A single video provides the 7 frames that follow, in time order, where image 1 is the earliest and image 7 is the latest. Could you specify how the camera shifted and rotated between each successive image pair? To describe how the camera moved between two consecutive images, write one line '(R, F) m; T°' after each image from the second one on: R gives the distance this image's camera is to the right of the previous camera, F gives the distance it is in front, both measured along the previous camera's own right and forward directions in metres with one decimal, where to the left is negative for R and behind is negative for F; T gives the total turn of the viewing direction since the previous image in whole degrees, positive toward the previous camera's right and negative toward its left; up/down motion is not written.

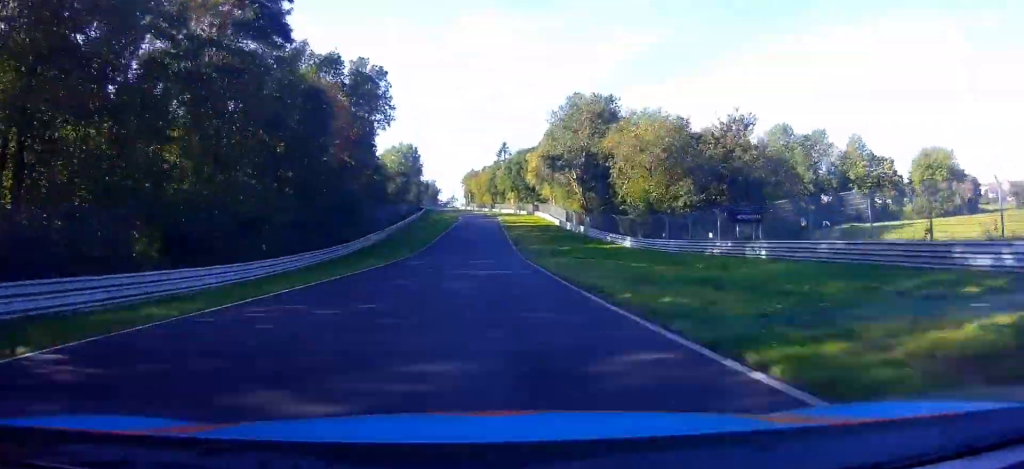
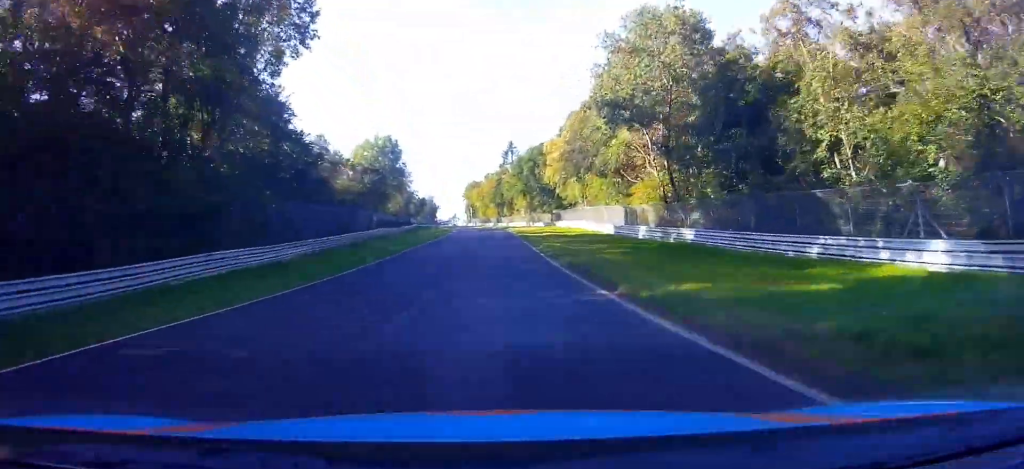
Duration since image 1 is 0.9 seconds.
(+0.2, +36.1) m; 0°
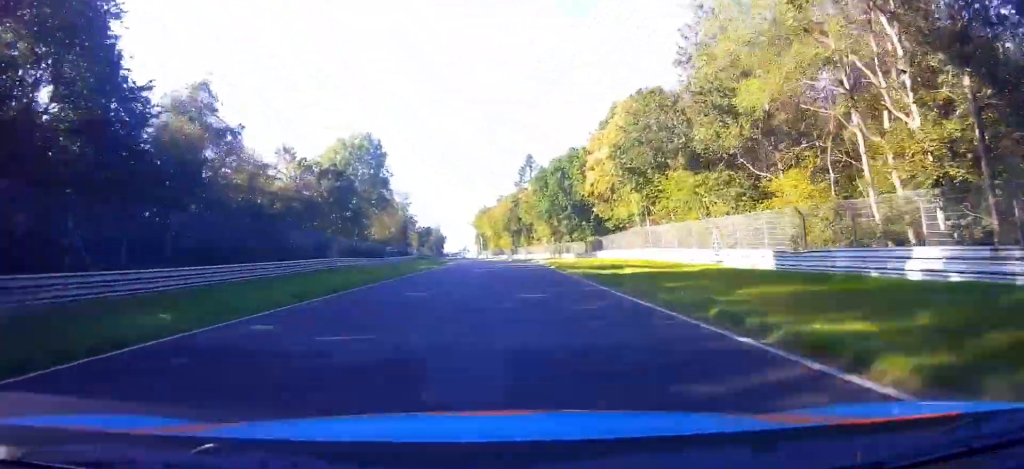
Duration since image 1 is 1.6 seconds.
(-0.2, +29.4) m; -1°
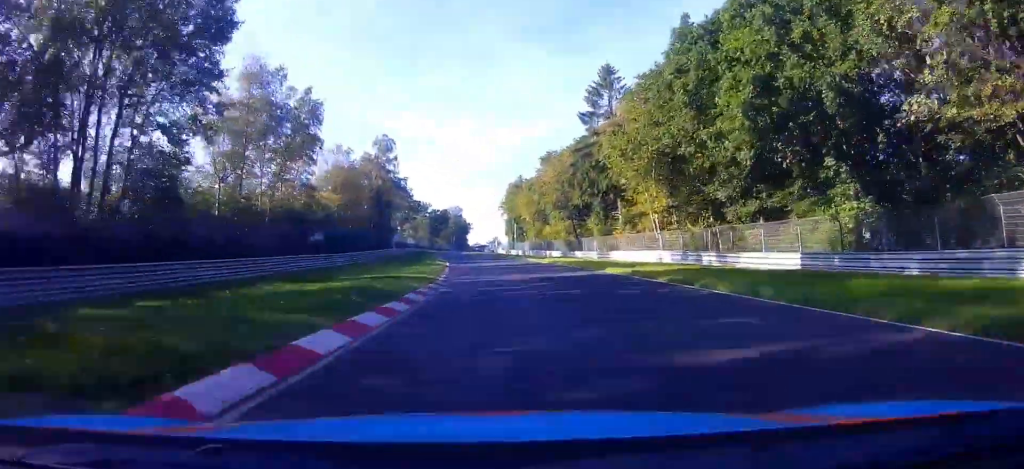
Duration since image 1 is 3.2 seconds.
(-1.3, +63.2) m; -3°
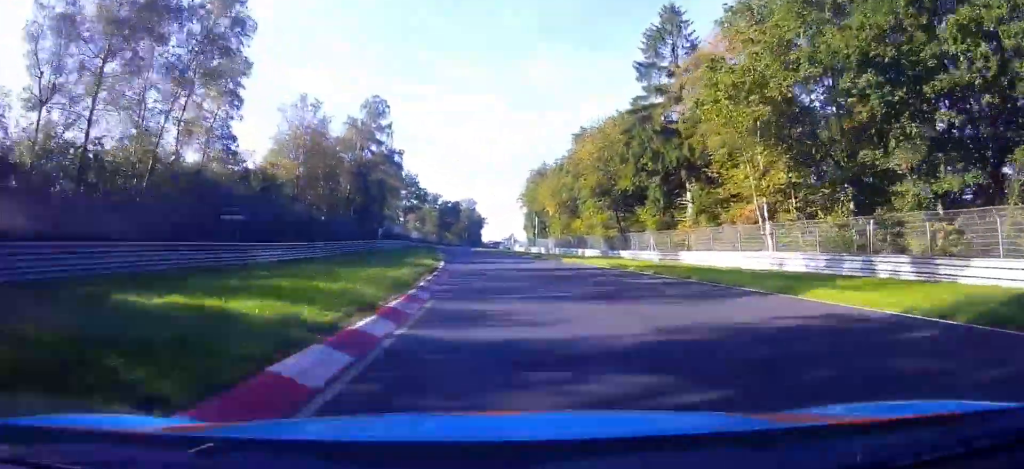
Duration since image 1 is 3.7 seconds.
(+0.2, +19.4) m; -1°
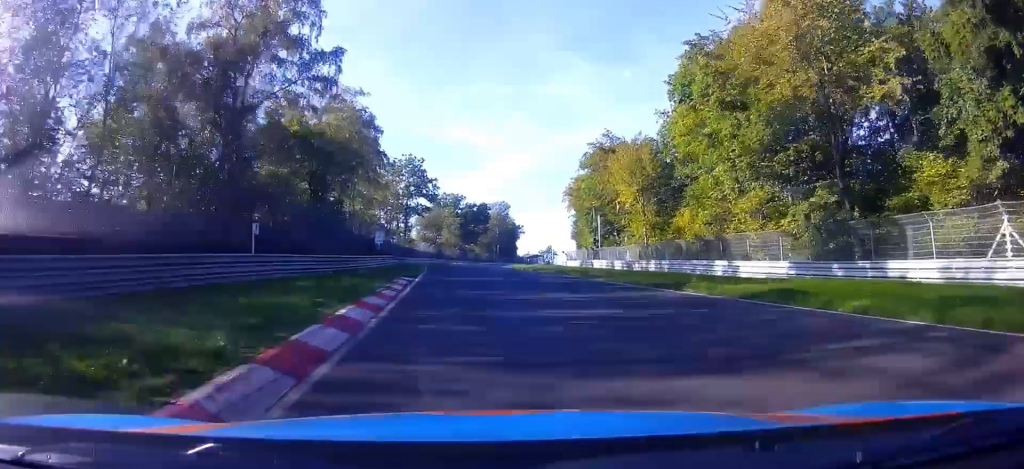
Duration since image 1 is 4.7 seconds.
(-1.4, +38.2) m; -2°
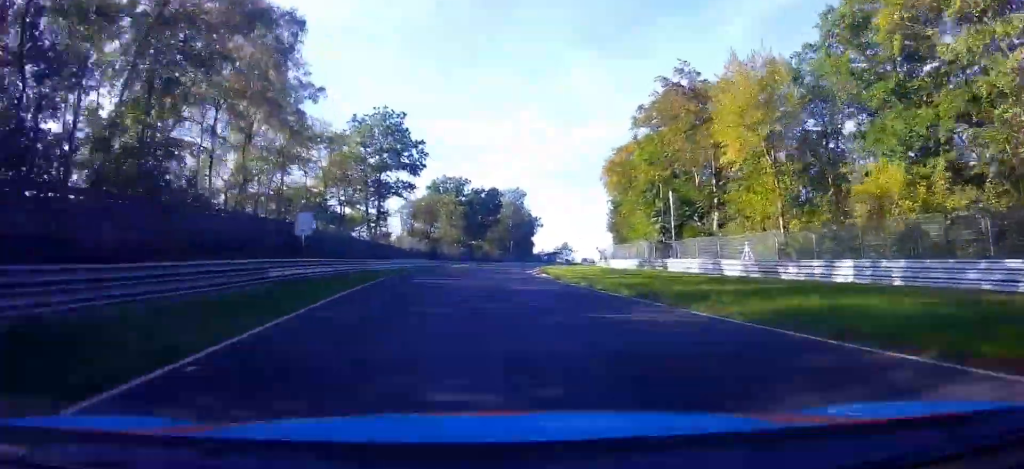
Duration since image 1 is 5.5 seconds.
(0.0, +28.6) m; -1°
